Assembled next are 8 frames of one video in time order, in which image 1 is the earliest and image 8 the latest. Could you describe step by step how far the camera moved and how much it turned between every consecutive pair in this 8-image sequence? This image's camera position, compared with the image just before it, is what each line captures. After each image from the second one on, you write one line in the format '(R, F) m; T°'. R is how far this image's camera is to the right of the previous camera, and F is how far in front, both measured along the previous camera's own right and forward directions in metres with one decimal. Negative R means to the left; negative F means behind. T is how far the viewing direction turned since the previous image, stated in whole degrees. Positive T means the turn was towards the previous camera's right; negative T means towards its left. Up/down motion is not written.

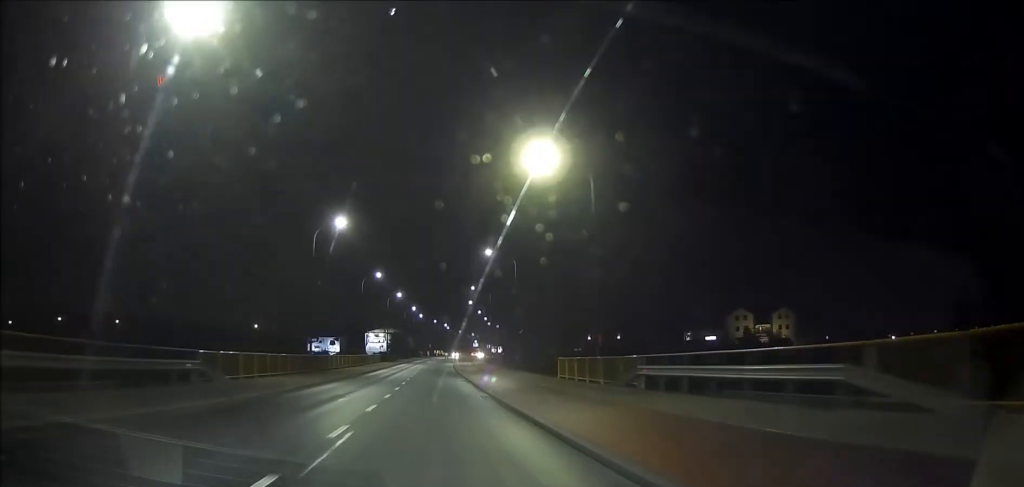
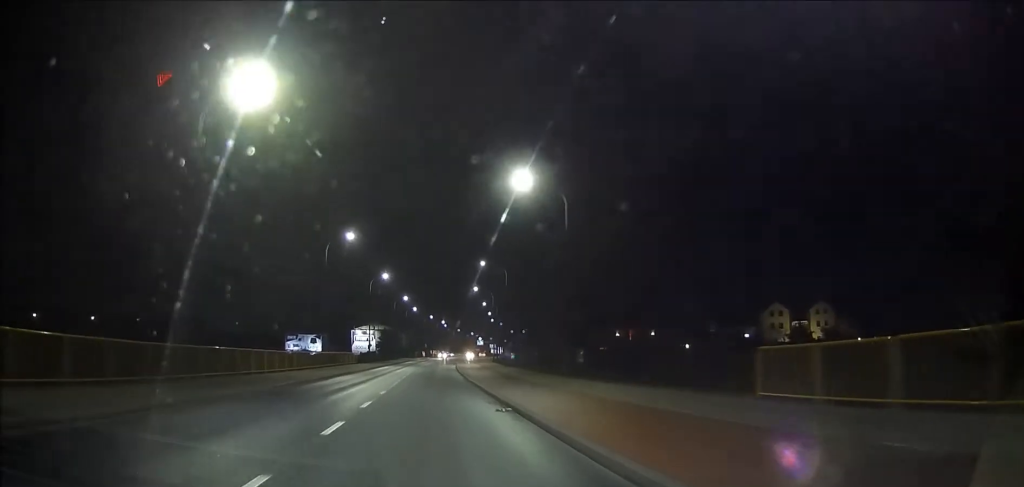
(-0.4, +24.7) m; -1°
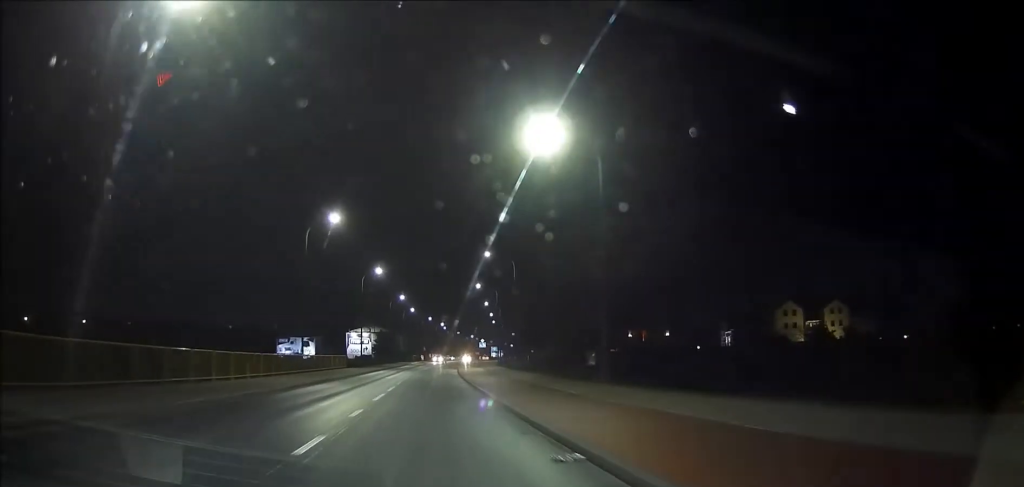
(0.0, +8.0) m; 0°
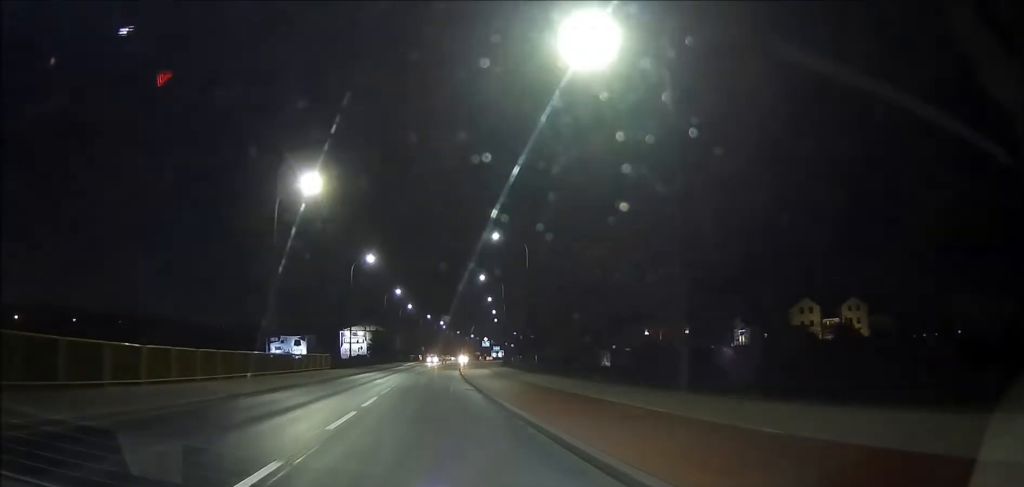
(0.0, +9.0) m; 0°
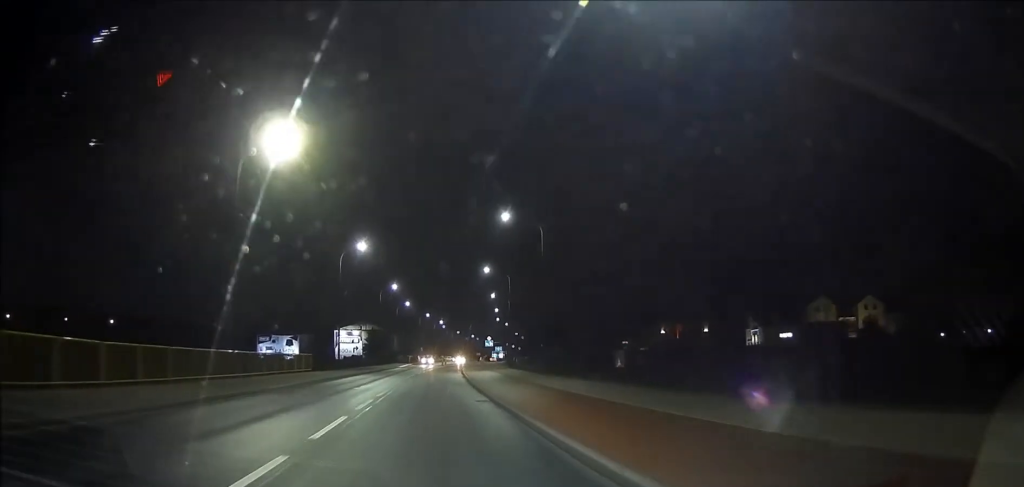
(0.0, +7.3) m; 0°
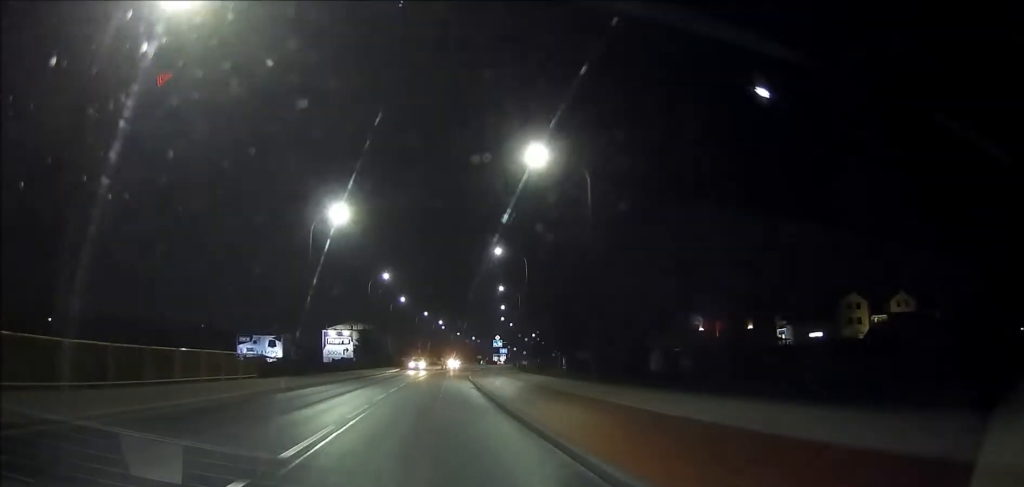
(+0.1, +13.3) m; +1°
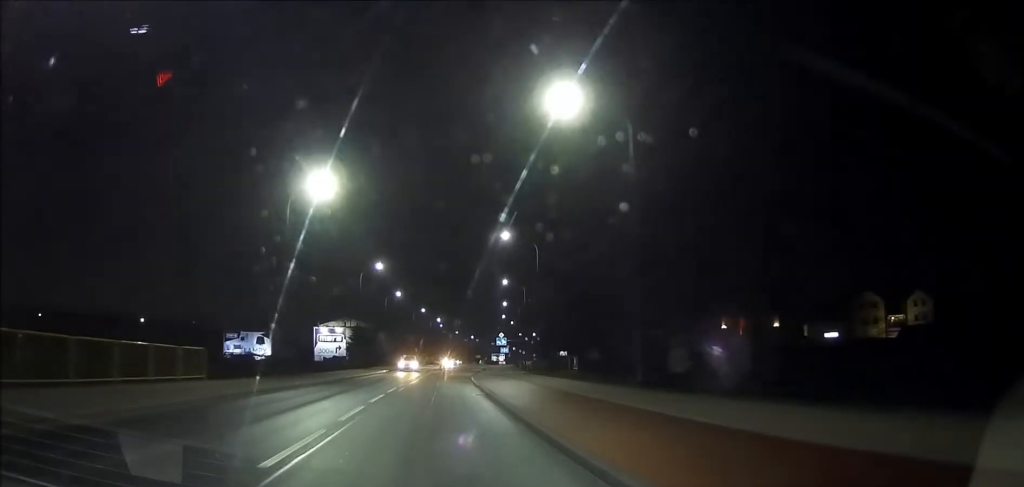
(0.0, +6.6) m; 0°
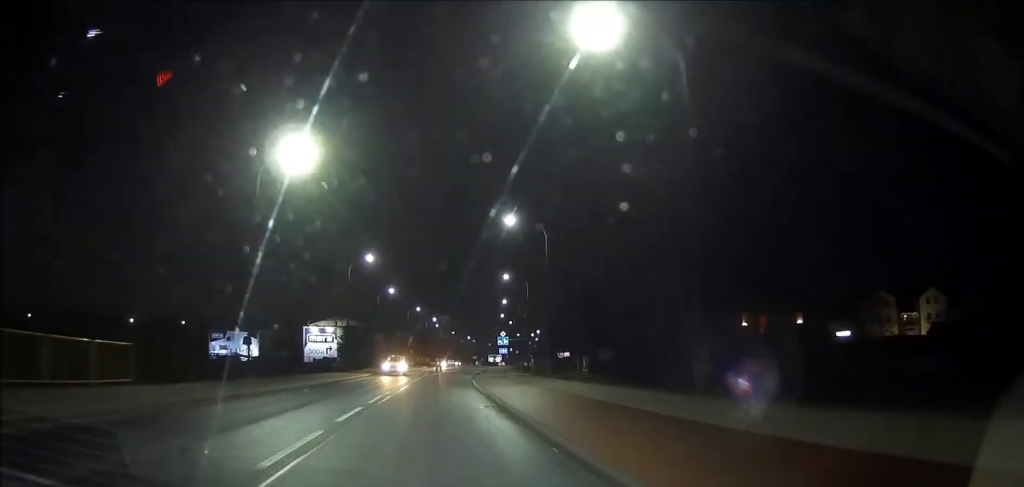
(0.0, +5.8) m; +1°
